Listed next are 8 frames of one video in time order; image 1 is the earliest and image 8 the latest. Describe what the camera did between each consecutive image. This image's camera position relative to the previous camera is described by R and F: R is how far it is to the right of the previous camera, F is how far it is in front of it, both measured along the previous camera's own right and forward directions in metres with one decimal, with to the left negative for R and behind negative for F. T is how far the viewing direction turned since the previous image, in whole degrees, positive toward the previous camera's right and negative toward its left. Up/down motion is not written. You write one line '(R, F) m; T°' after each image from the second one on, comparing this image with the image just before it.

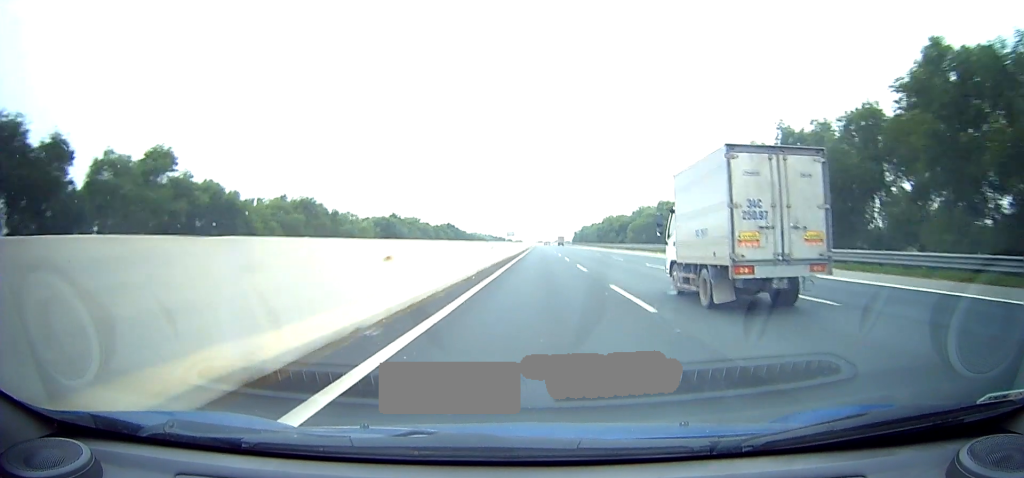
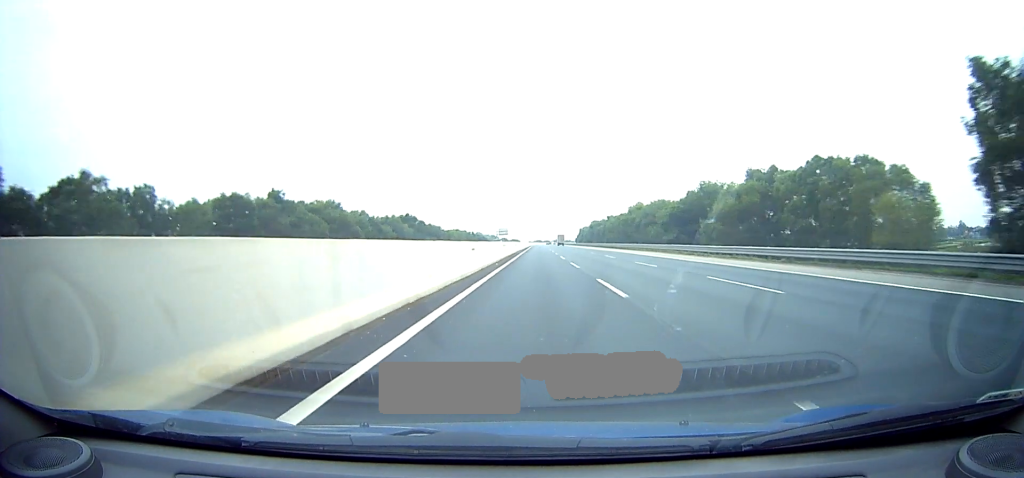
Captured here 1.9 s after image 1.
(+0.8, +67.9) m; +1°
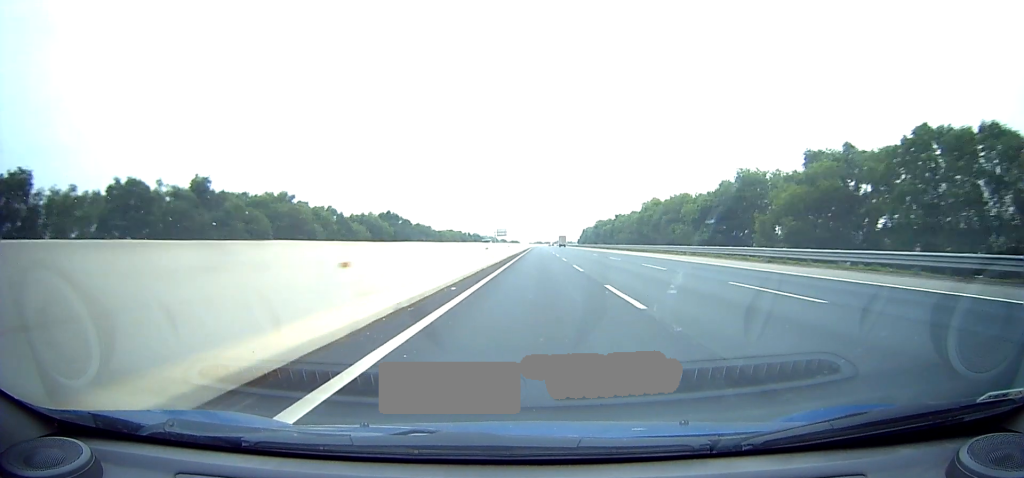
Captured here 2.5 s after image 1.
(0.0, +19.0) m; 0°
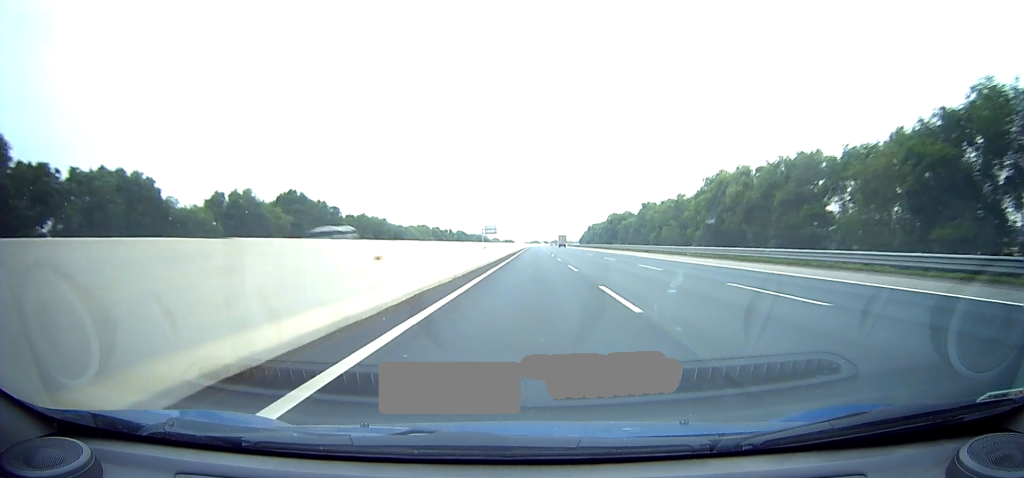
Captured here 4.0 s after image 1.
(+0.2, +48.9) m; 0°
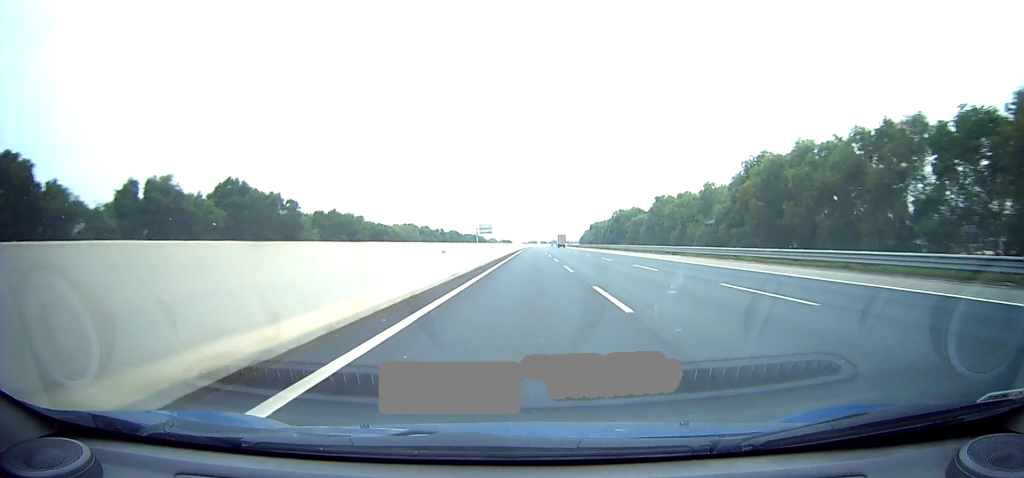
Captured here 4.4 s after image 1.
(-0.1, +15.0) m; 0°
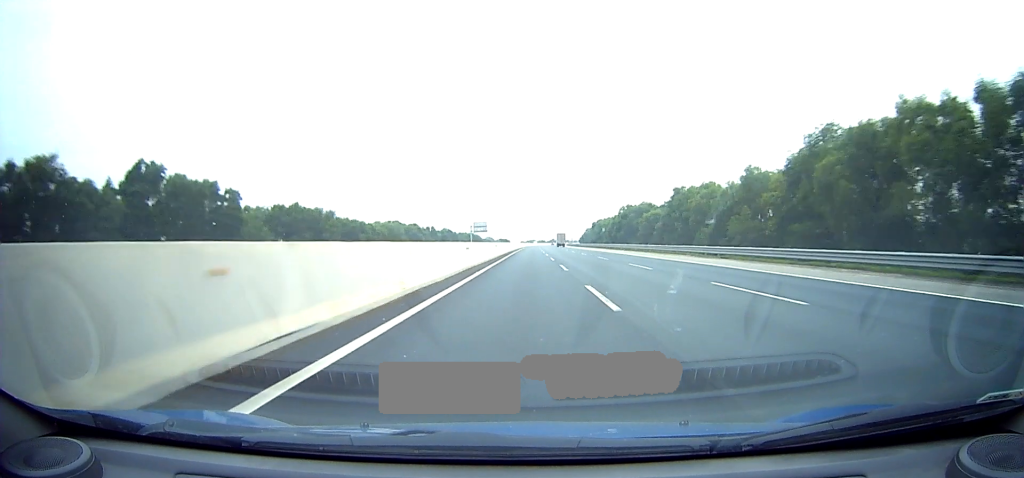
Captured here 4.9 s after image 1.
(-0.1, +14.6) m; 0°
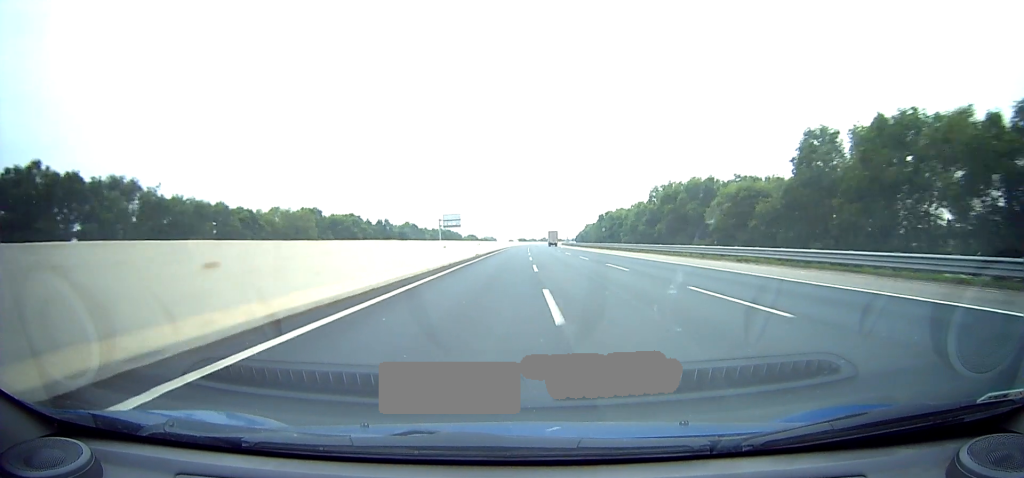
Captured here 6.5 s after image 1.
(-0.2, +47.3) m; -1°
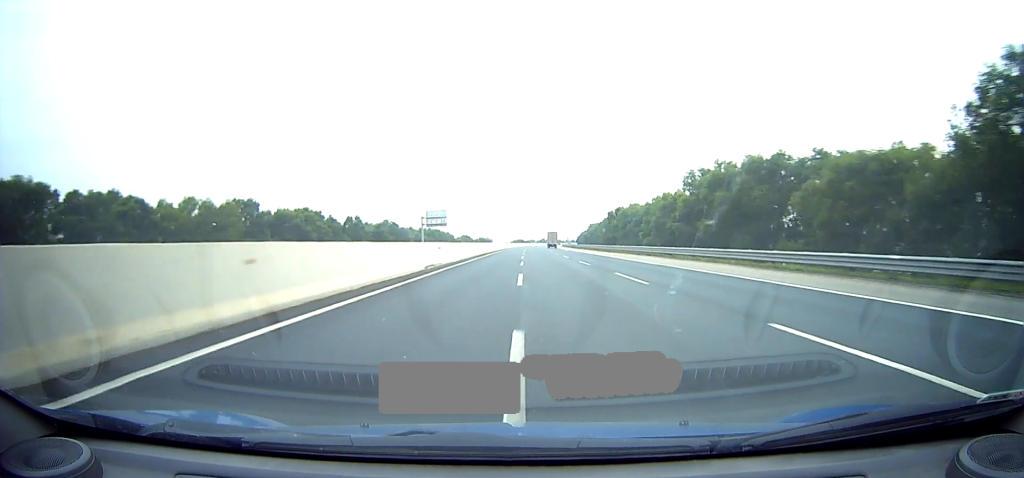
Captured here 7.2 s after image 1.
(+0.2, +21.9) m; -2°
